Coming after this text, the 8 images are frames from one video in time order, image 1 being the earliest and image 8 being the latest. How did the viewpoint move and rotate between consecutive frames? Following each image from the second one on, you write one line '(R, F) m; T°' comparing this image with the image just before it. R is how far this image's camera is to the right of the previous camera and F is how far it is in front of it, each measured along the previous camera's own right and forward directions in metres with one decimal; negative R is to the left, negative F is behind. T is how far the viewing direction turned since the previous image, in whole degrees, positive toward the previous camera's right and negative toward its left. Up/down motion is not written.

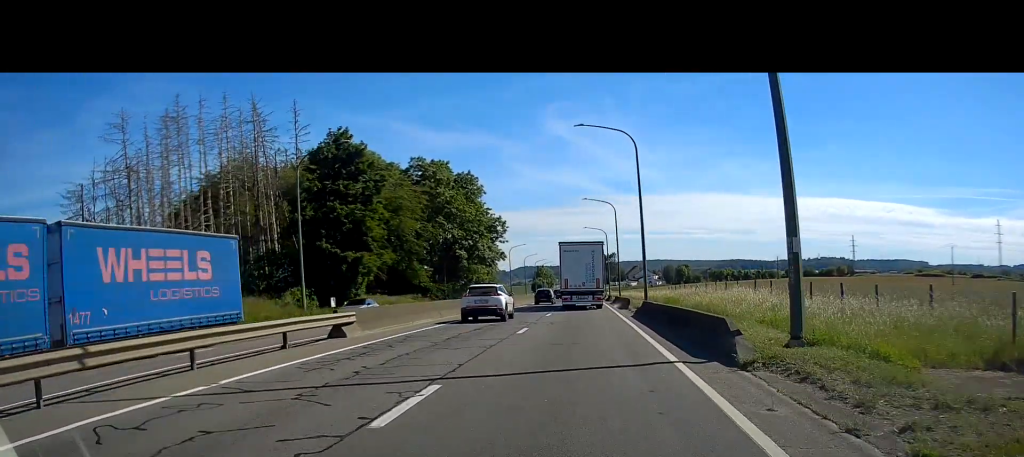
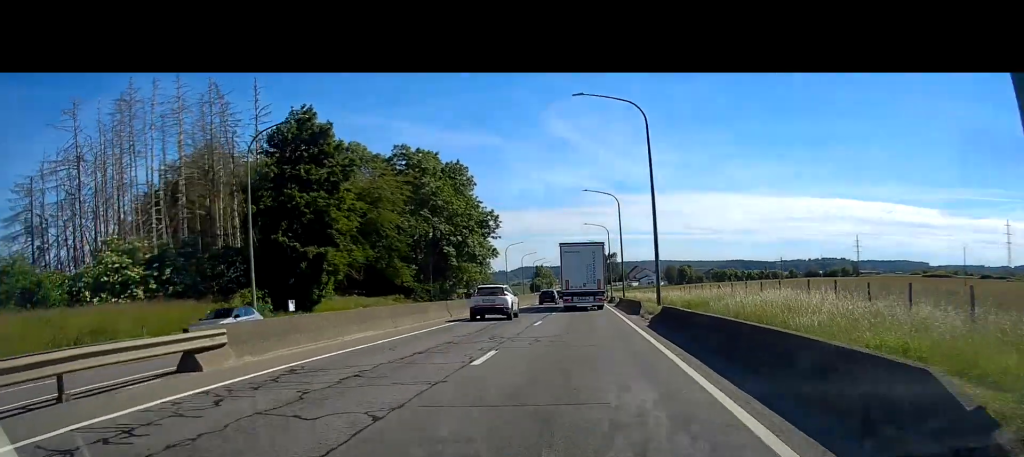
(0.0, +7.7) m; 0°
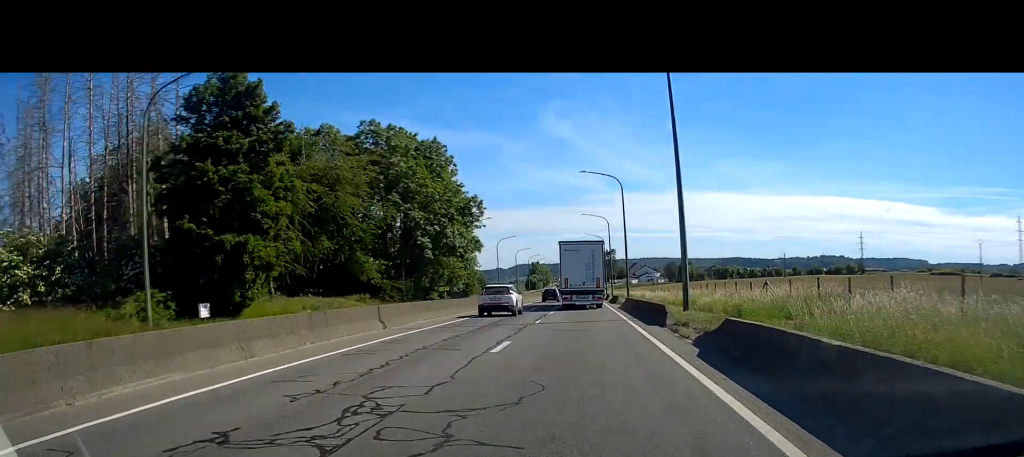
(0.0, +10.6) m; 0°
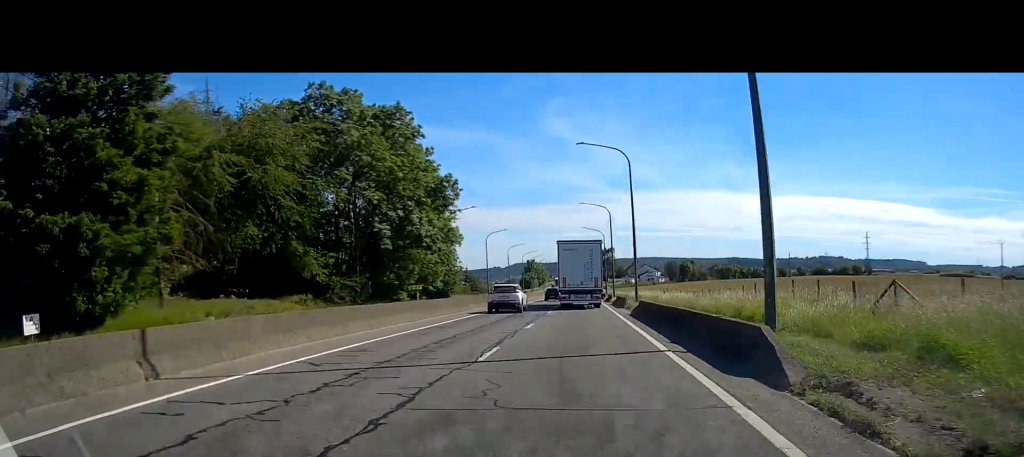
(-0.1, +12.5) m; 0°
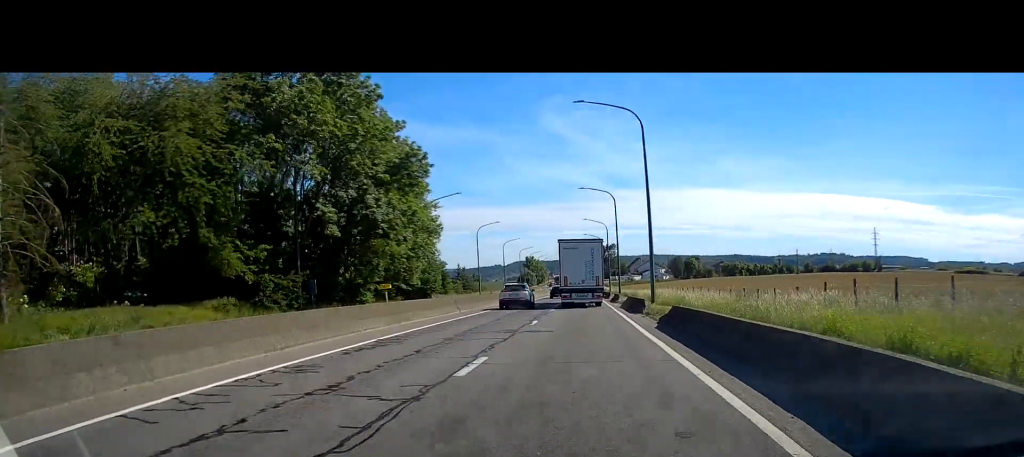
(+0.1, +11.3) m; 0°
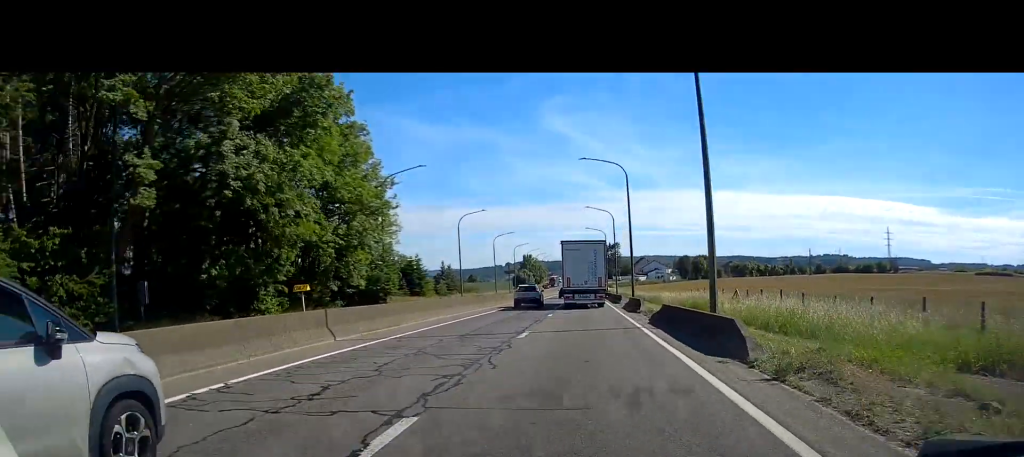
(0.0, +18.0) m; 0°
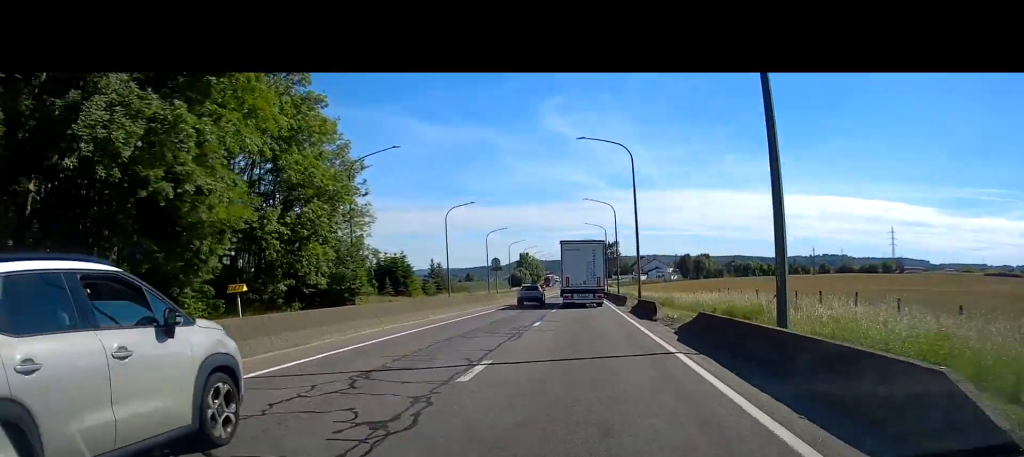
(0.0, +7.8) m; 0°
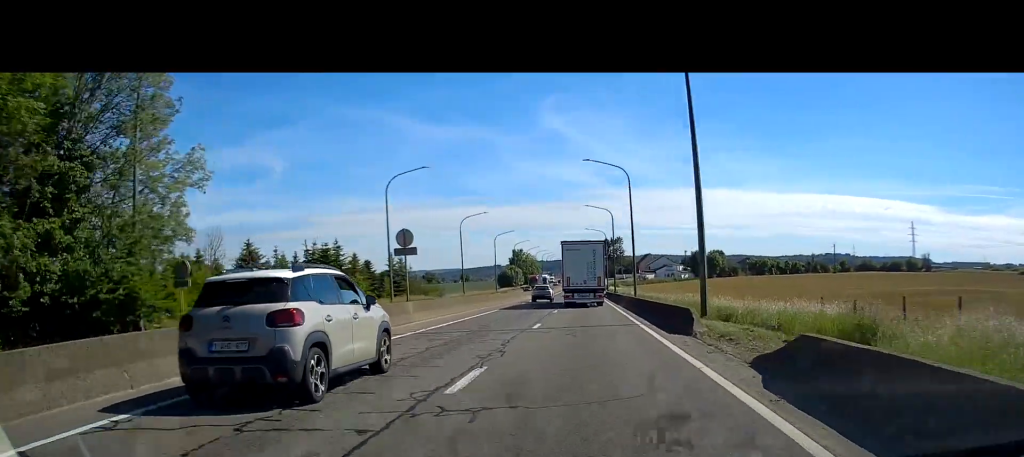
(+0.1, +26.4) m; +1°
